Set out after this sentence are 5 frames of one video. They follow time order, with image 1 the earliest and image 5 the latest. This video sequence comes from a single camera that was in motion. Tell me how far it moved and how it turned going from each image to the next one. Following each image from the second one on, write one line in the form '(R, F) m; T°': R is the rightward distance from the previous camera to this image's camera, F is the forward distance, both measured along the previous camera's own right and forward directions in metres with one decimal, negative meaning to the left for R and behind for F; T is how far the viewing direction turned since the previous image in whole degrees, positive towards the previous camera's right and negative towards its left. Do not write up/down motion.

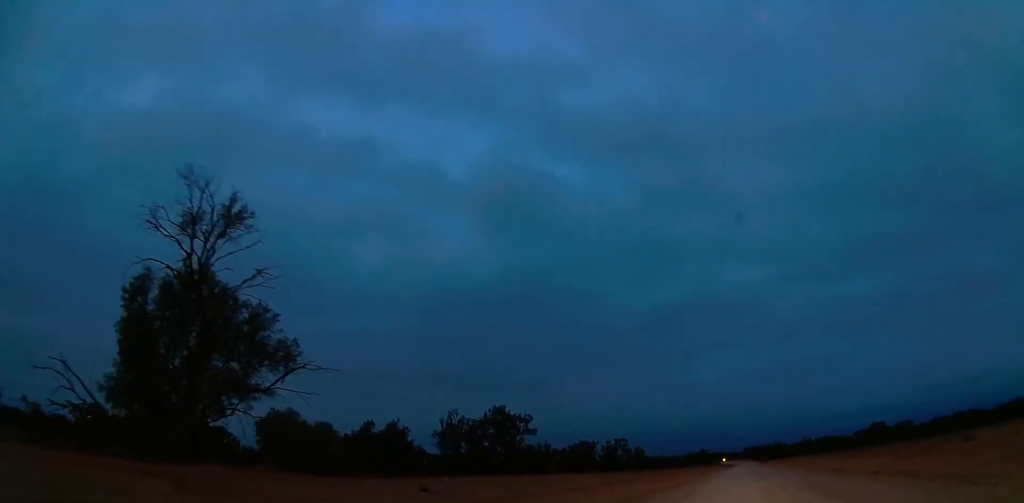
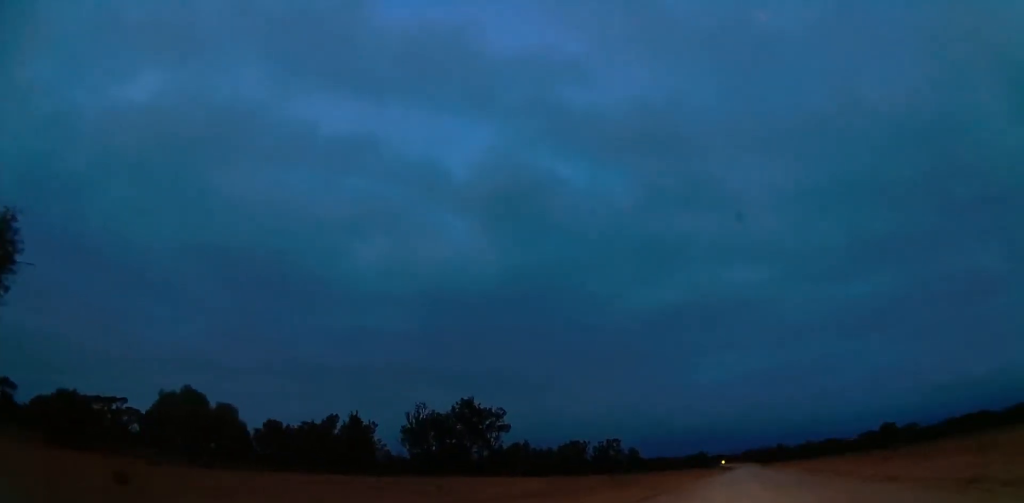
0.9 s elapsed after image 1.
(+0.8, +11.3) m; 0°
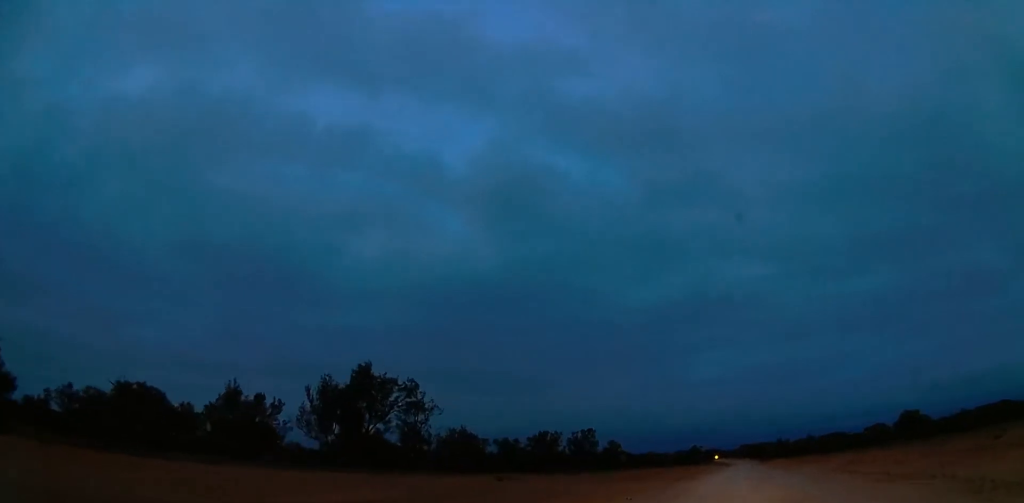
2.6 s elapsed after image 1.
(-1.4, +23.0) m; -3°
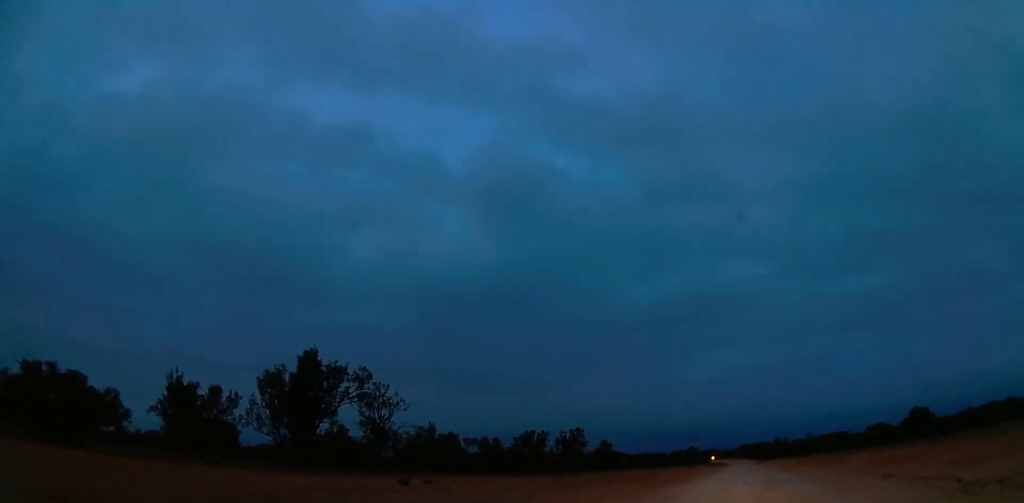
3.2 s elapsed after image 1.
(0.0, +8.3) m; +1°
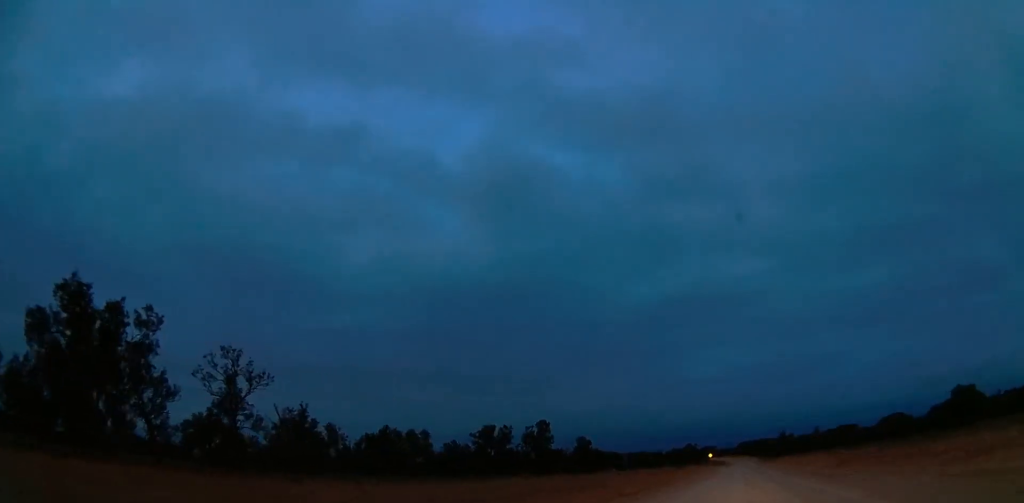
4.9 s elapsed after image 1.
(+0.7, +24.0) m; 0°
